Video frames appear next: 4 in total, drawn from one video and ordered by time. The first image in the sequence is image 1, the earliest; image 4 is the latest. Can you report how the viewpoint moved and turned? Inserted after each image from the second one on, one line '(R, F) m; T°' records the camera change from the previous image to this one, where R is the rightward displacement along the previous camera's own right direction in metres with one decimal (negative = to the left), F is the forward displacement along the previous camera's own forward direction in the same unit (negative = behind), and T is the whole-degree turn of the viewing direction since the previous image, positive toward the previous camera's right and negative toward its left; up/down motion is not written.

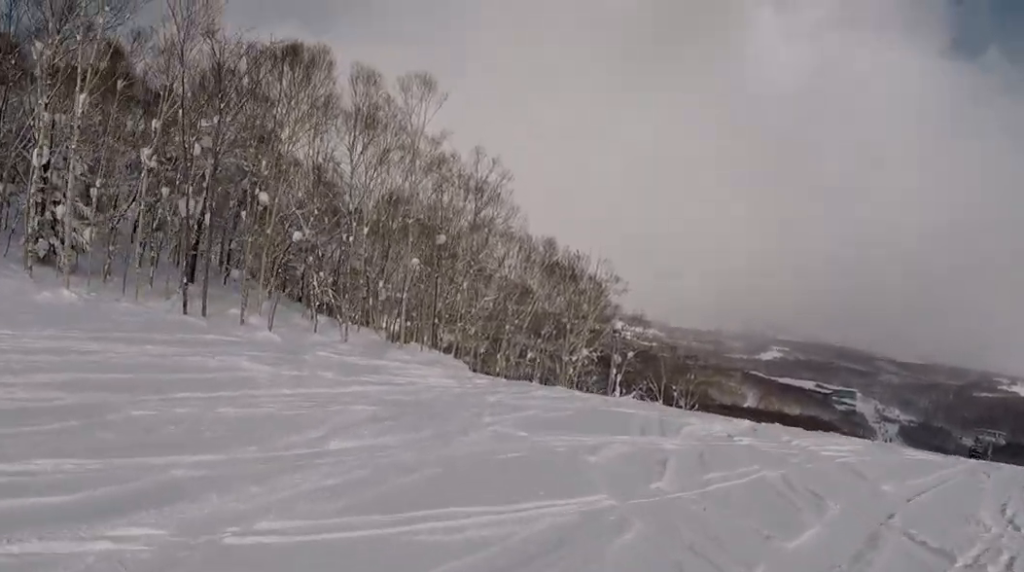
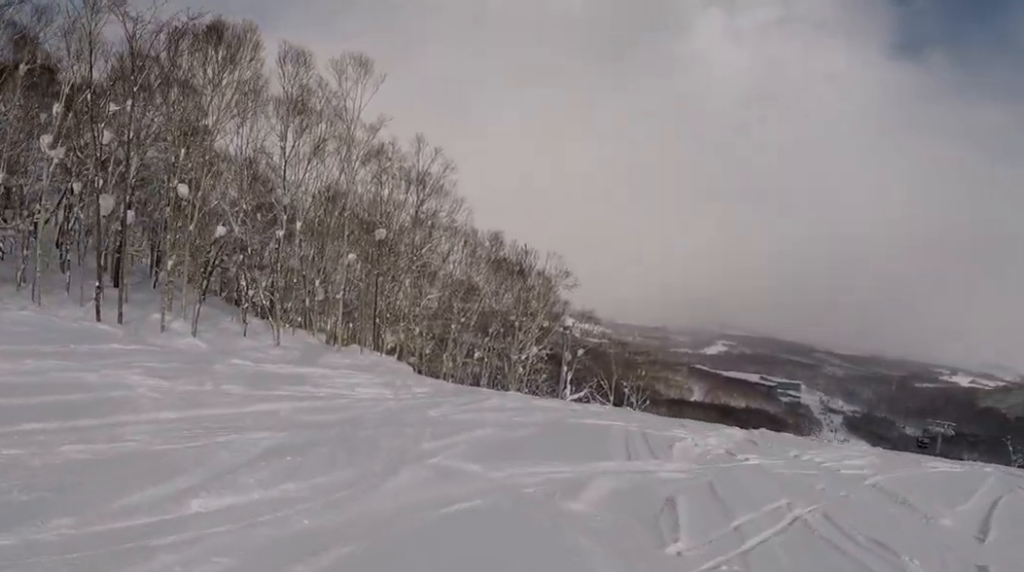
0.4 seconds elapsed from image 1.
(-0.2, +2.6) m; +4°
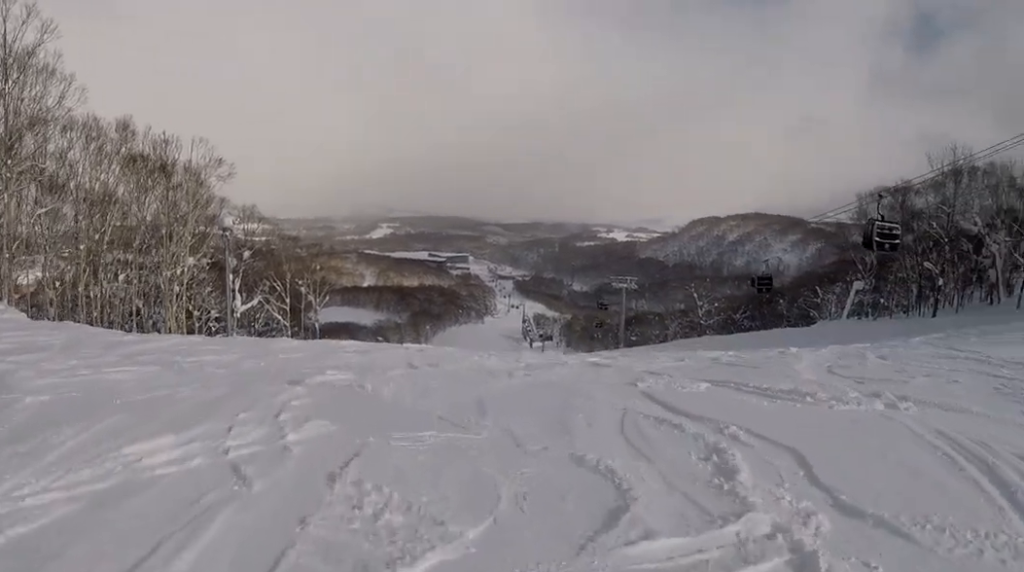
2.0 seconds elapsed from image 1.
(+3.3, +9.0) m; +31°
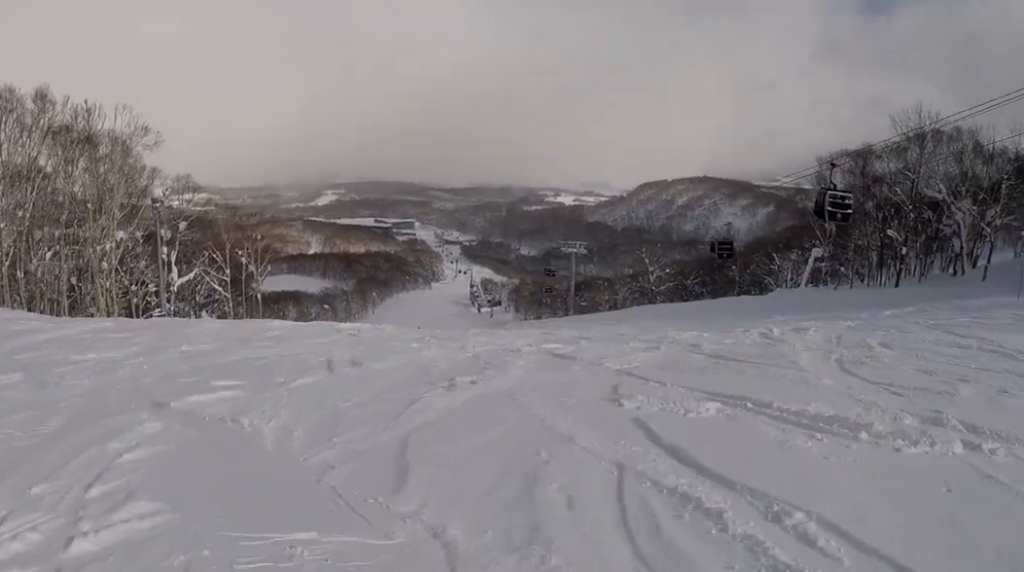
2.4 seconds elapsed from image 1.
(+0.1, +2.4) m; +4°
